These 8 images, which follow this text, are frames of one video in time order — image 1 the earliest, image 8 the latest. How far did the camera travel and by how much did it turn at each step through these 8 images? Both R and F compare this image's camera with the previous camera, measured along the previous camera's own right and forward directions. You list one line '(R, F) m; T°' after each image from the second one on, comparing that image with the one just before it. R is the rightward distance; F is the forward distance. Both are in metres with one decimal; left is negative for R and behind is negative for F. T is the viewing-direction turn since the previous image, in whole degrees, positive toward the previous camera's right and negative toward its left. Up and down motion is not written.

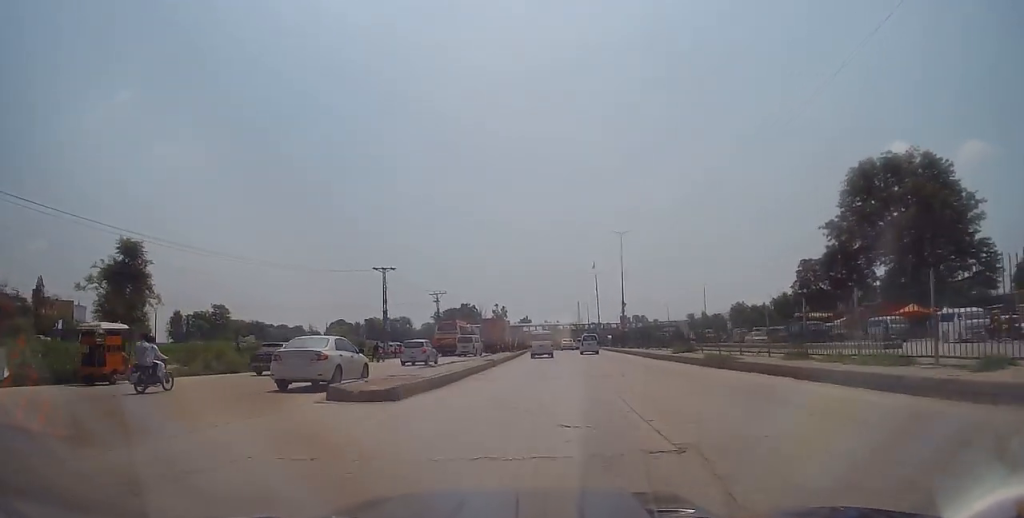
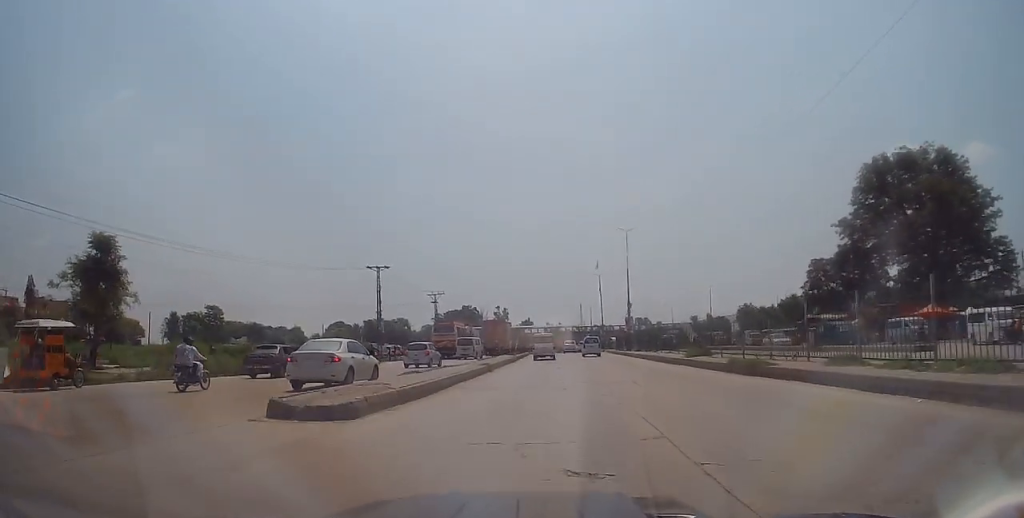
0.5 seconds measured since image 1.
(-0.1, +3.0) m; 0°
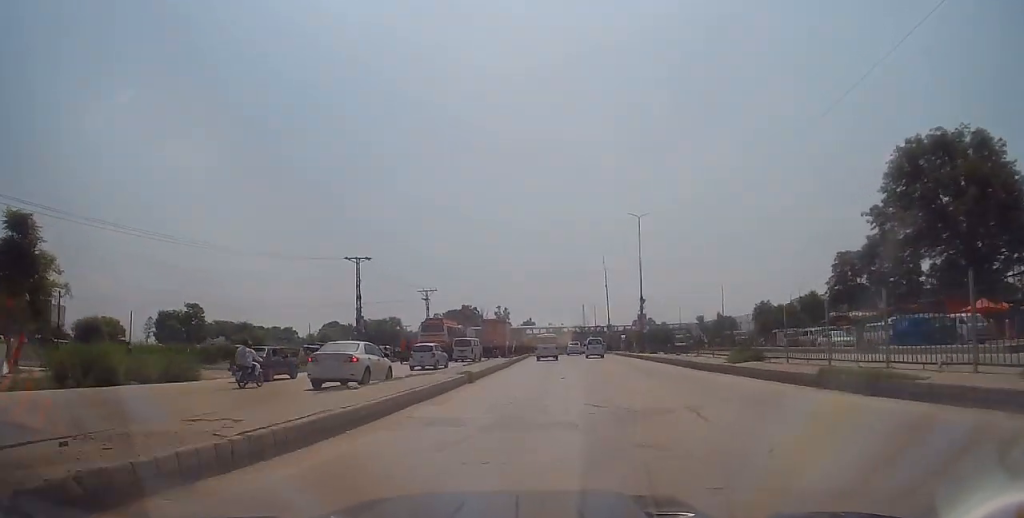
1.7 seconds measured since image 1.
(0.0, +7.3) m; 0°
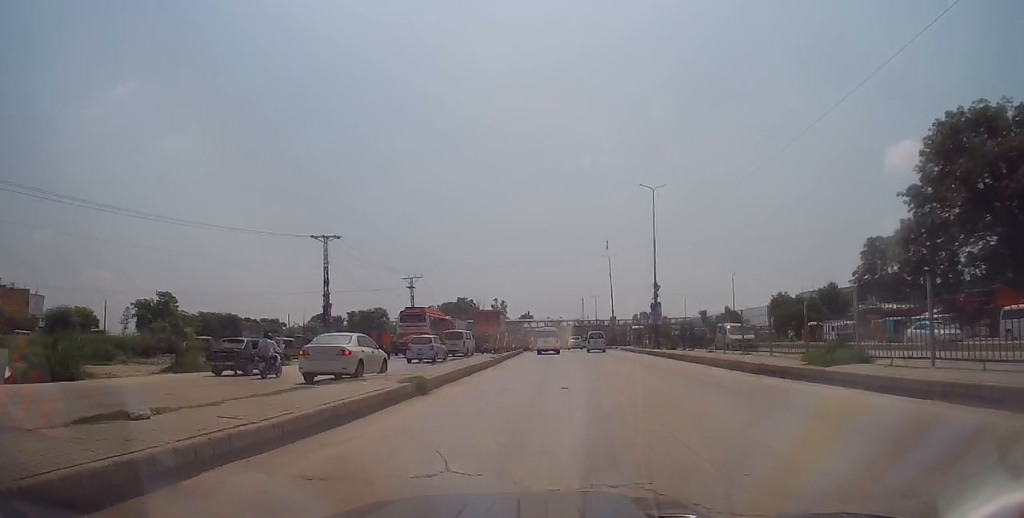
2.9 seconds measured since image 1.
(-0.1, +7.7) m; +3°
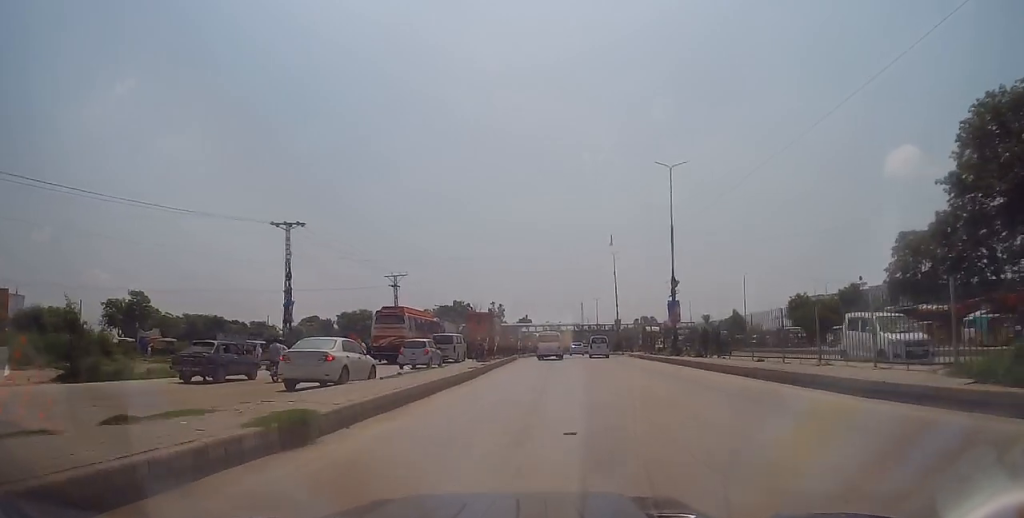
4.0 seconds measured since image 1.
(+0.5, +6.7) m; -2°
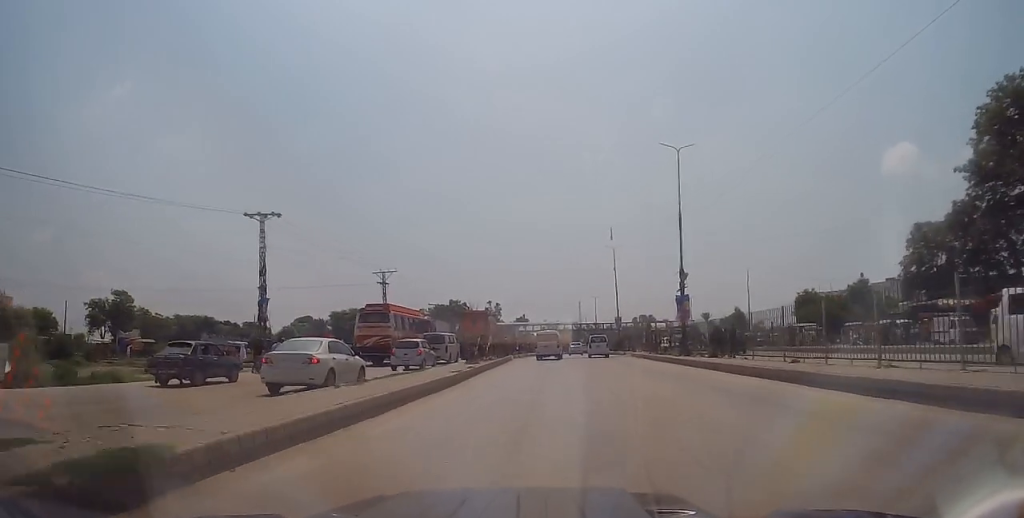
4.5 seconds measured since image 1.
(-0.1, +3.3) m; -2°
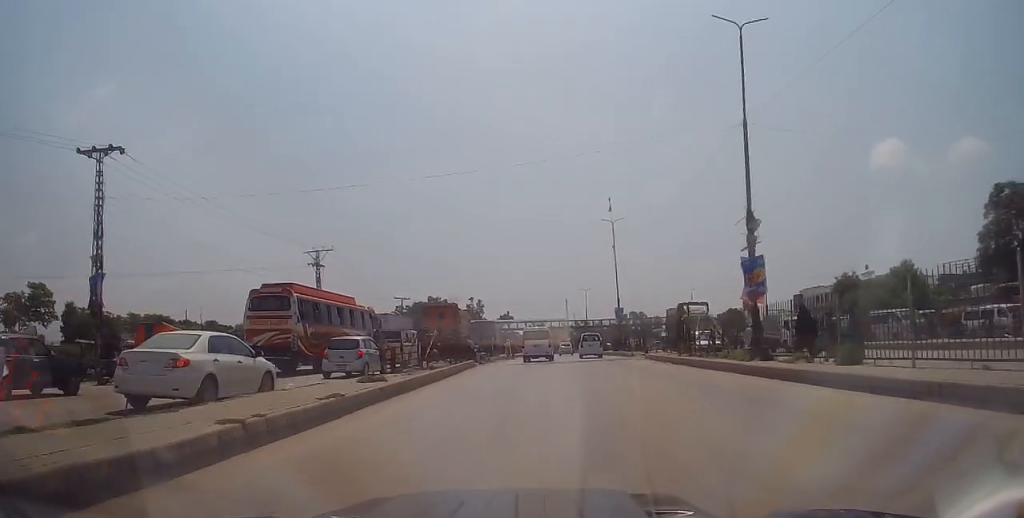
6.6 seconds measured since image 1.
(-0.1, +13.9) m; +4°
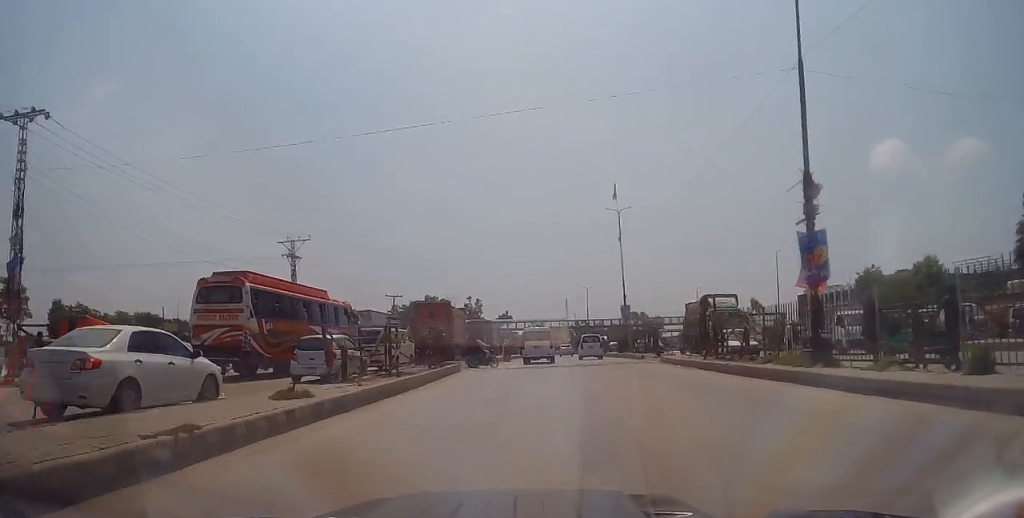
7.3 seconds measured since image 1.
(0.0, +4.8) m; 0°
